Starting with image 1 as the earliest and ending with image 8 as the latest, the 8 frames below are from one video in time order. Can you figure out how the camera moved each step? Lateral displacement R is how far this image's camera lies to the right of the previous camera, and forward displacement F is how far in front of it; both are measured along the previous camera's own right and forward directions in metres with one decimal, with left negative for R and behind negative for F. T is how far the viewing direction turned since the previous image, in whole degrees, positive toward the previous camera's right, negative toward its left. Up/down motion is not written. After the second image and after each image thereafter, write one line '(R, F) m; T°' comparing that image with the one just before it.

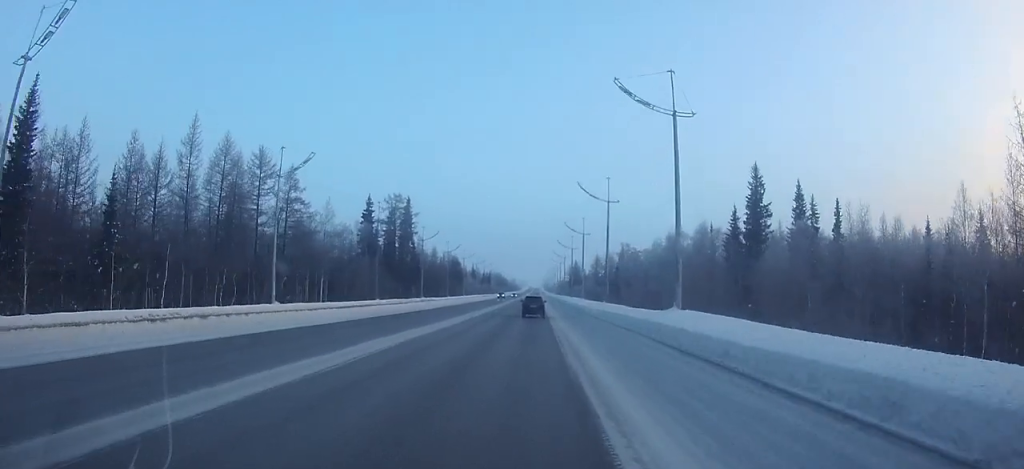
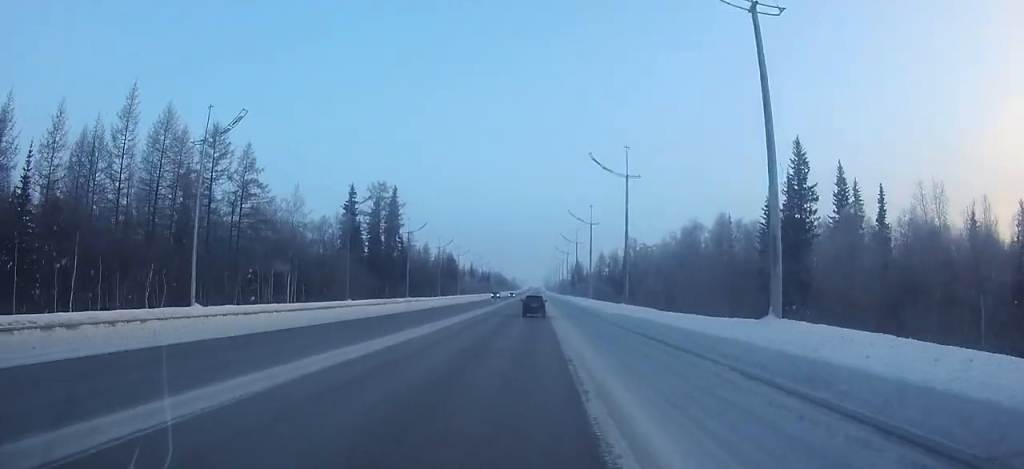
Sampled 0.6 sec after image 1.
(0.0, +10.0) m; 0°
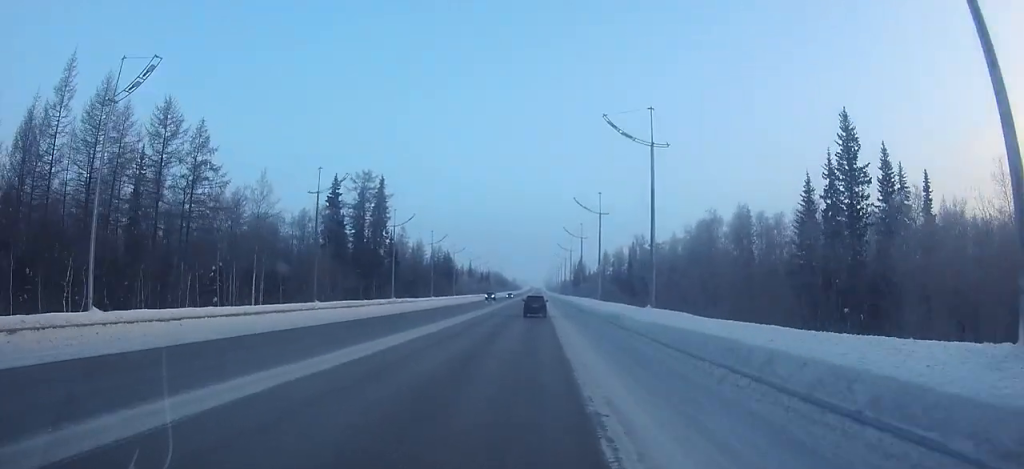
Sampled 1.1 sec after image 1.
(0.0, +8.3) m; 0°
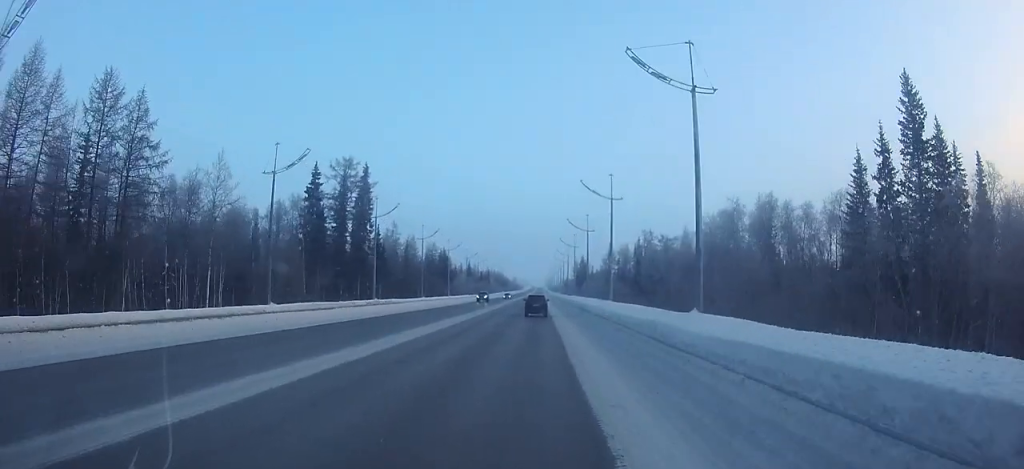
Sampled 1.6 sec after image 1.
(0.0, +8.3) m; 0°
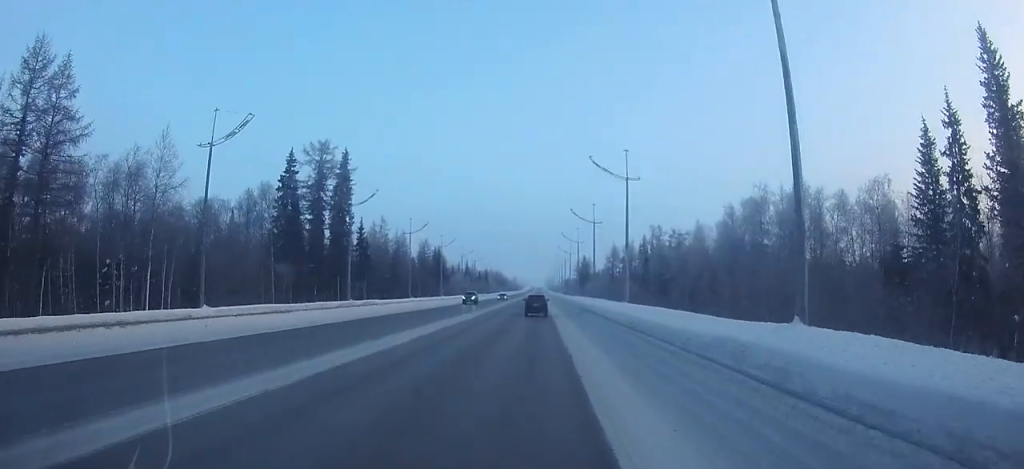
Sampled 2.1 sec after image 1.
(0.0, +8.3) m; 0°
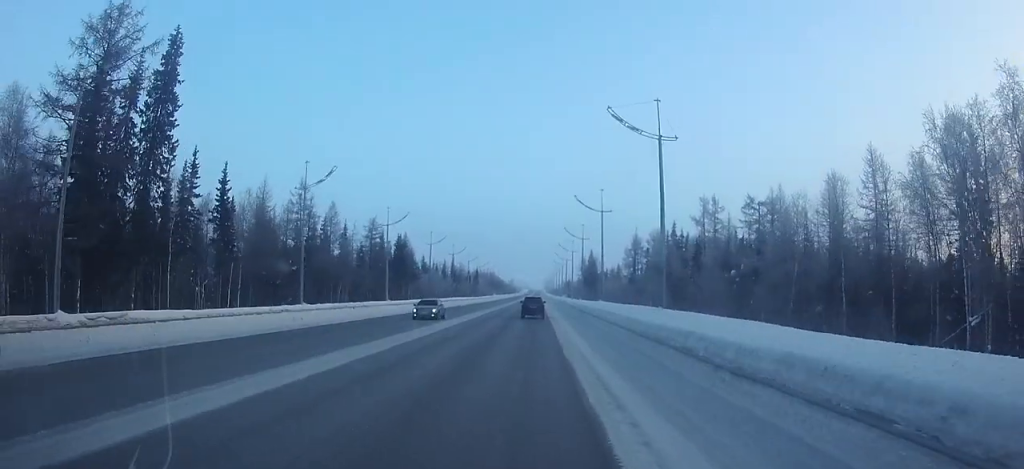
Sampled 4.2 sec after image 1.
(+0.1, +35.7) m; 0°
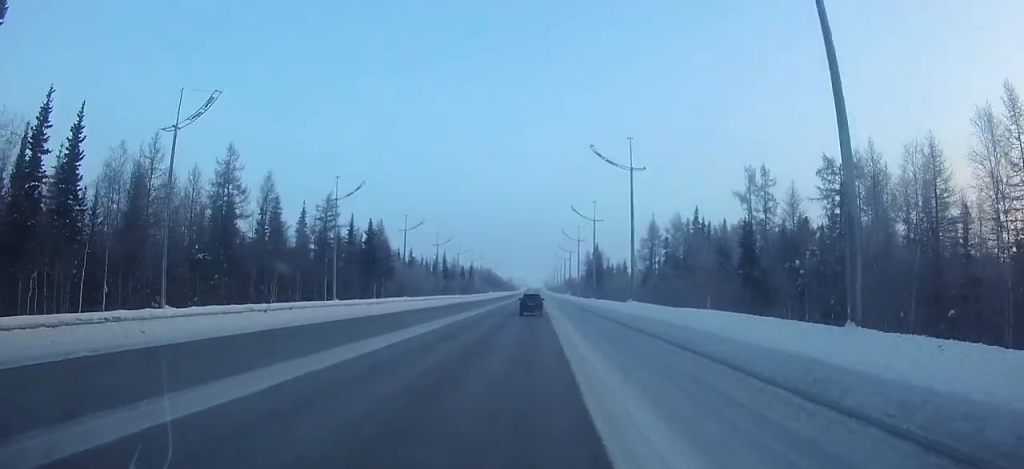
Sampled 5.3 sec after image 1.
(0.0, +17.3) m; 0°
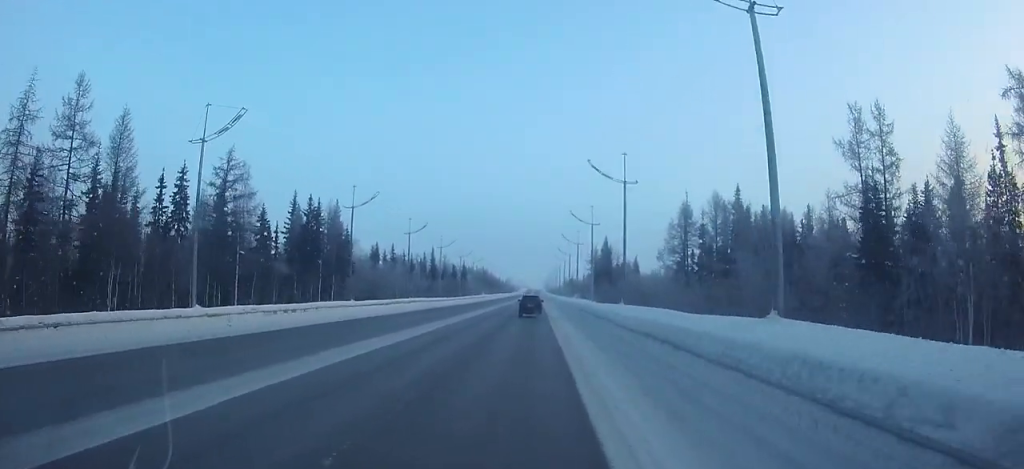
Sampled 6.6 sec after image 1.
(0.0, +21.8) m; 0°
